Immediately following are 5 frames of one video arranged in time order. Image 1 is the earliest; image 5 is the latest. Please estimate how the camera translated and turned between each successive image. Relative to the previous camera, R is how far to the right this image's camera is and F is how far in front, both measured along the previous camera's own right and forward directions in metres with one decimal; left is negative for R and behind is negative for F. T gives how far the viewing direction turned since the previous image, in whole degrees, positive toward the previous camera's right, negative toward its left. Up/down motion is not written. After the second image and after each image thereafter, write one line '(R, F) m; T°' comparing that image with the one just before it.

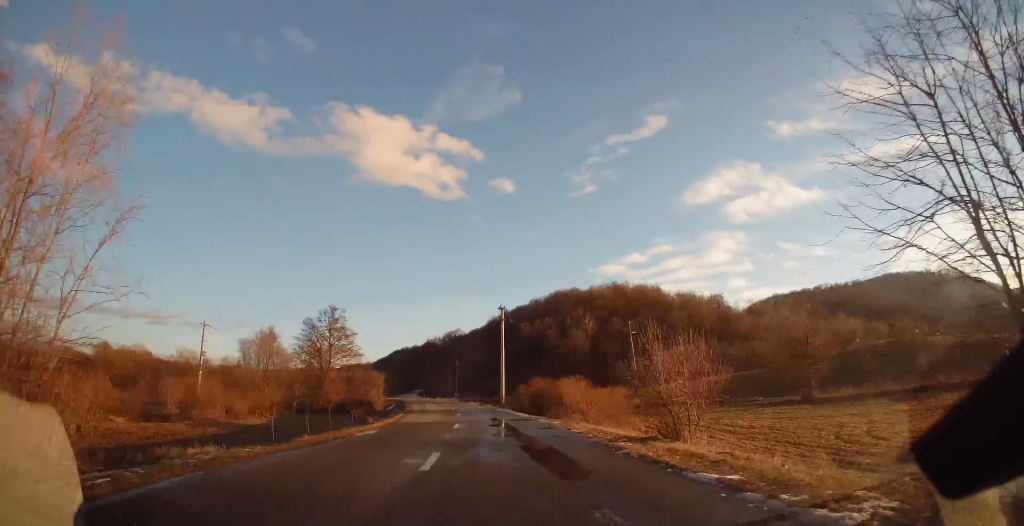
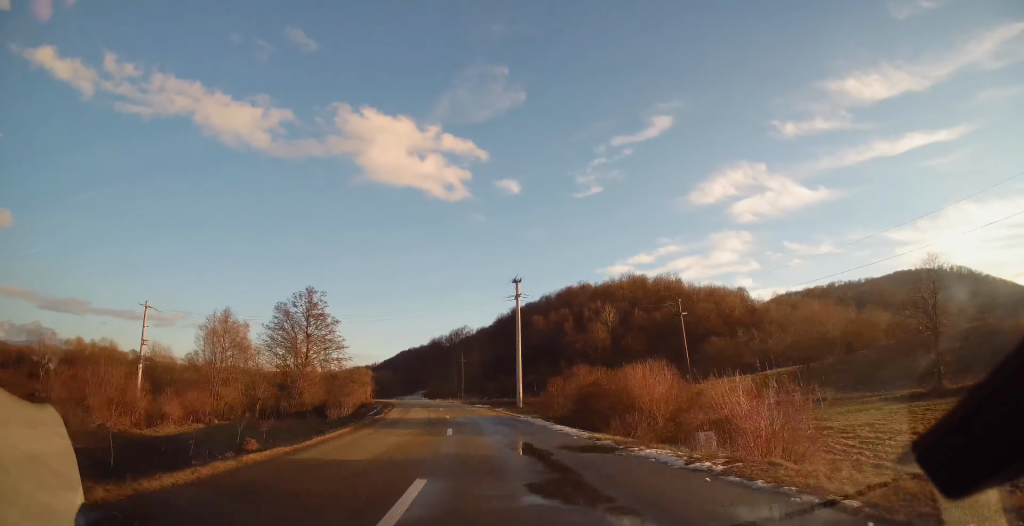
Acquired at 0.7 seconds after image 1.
(-0.3, +16.2) m; -2°
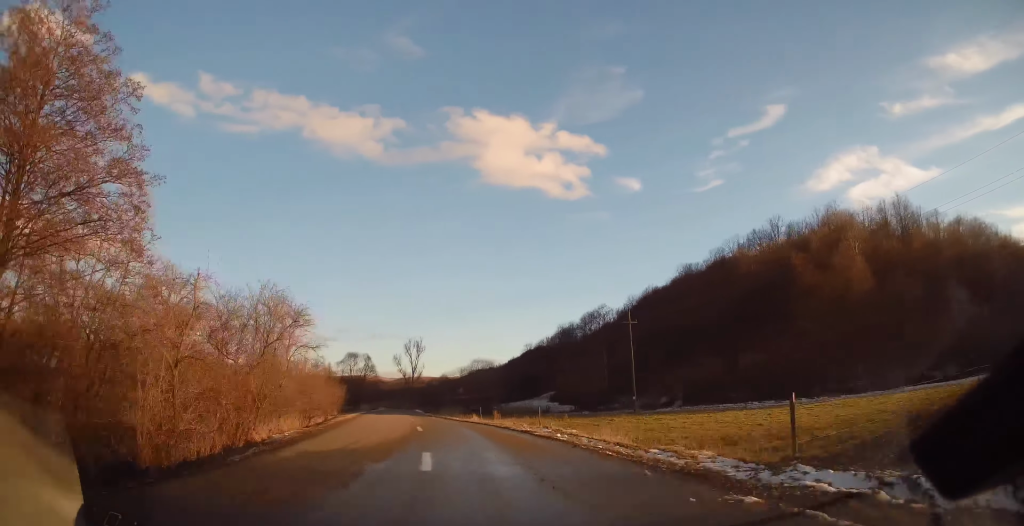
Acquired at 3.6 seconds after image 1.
(-5.6, +62.8) m; -13°
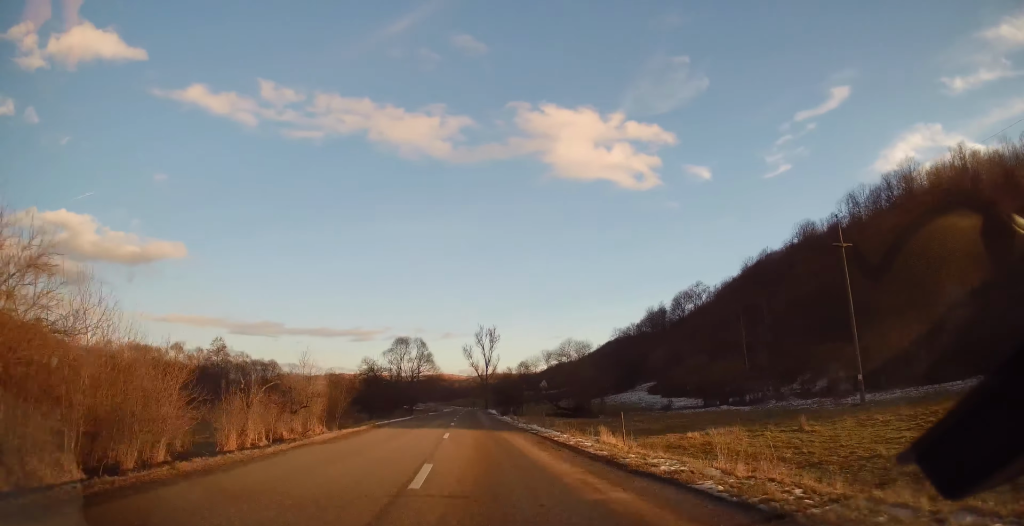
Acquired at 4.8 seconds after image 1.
(-1.9, +25.2) m; -6°
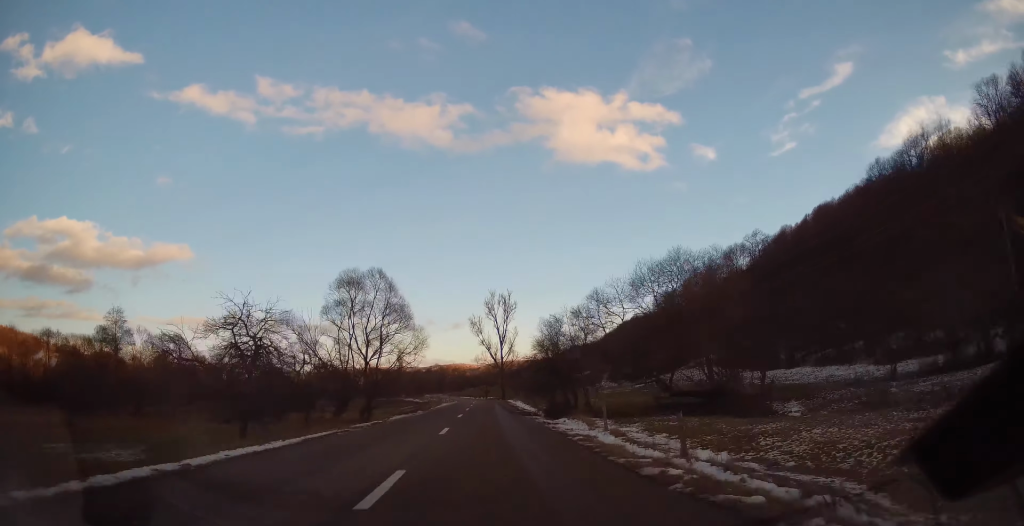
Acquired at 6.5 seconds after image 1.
(-0.7, +36.2) m; -2°
